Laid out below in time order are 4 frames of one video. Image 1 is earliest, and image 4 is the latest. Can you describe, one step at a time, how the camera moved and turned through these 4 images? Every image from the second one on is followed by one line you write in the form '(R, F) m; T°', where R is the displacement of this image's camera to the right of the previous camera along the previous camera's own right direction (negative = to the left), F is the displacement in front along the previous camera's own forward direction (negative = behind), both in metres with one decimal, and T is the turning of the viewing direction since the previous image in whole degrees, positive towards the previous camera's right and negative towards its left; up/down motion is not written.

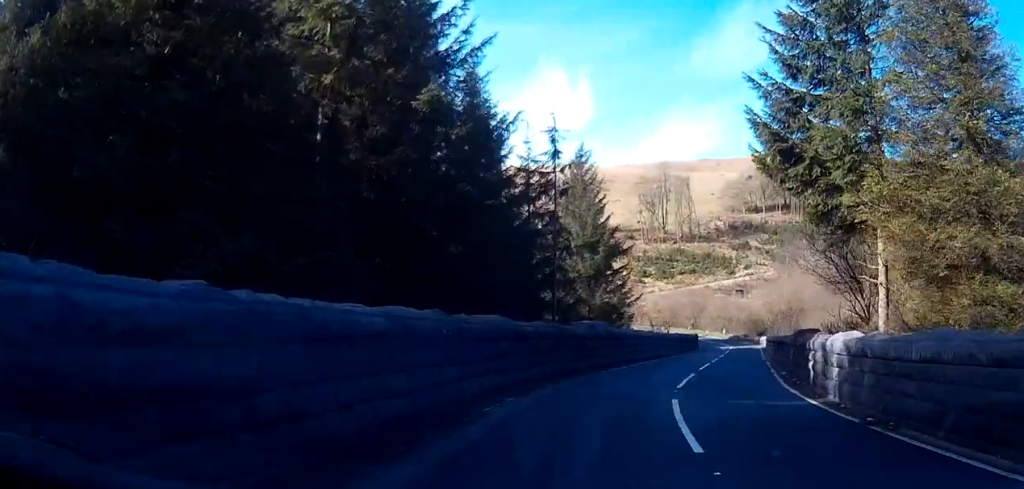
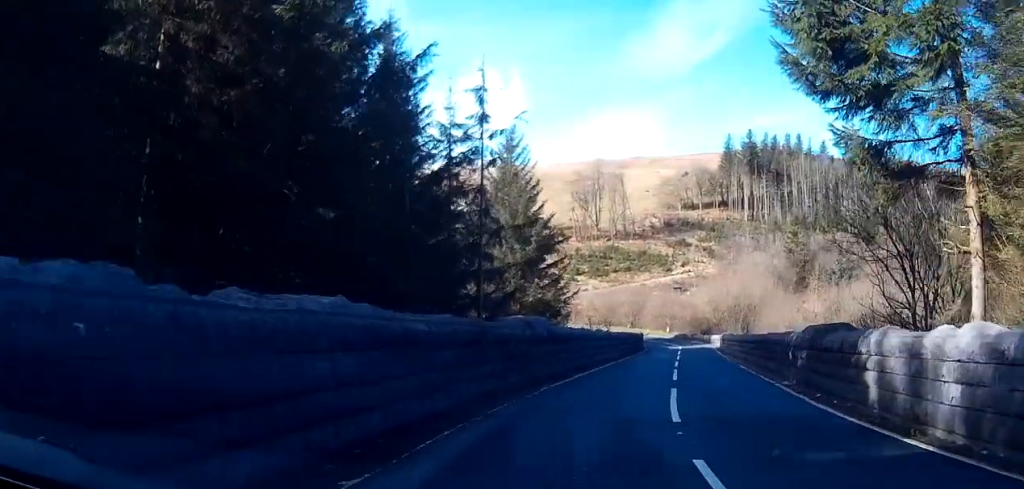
(+0.4, +6.7) m; +6°
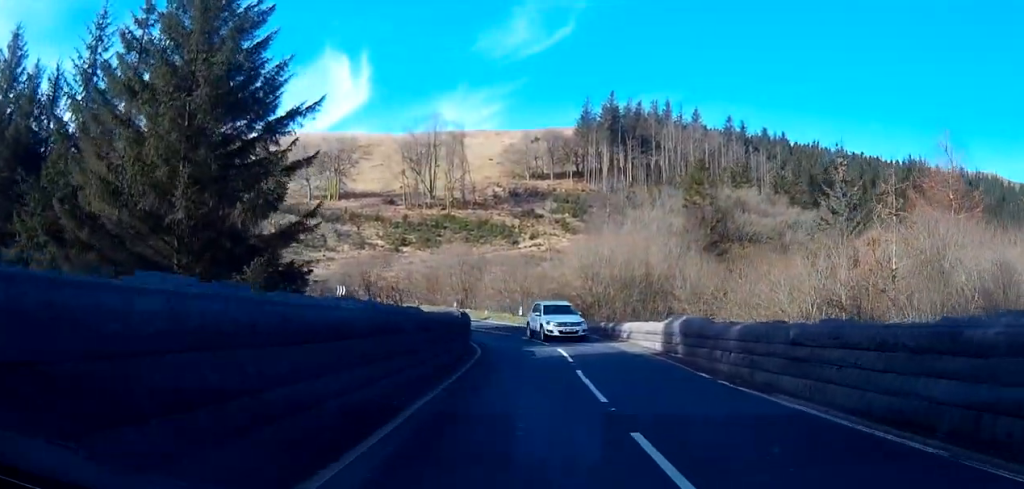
(+7.3, +35.2) m; +18°
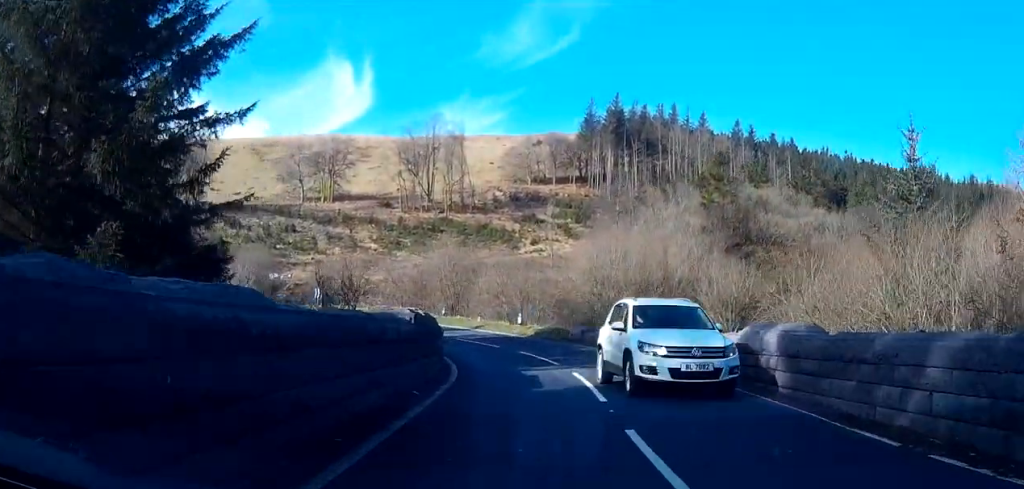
(-0.1, +9.3) m; 0°
